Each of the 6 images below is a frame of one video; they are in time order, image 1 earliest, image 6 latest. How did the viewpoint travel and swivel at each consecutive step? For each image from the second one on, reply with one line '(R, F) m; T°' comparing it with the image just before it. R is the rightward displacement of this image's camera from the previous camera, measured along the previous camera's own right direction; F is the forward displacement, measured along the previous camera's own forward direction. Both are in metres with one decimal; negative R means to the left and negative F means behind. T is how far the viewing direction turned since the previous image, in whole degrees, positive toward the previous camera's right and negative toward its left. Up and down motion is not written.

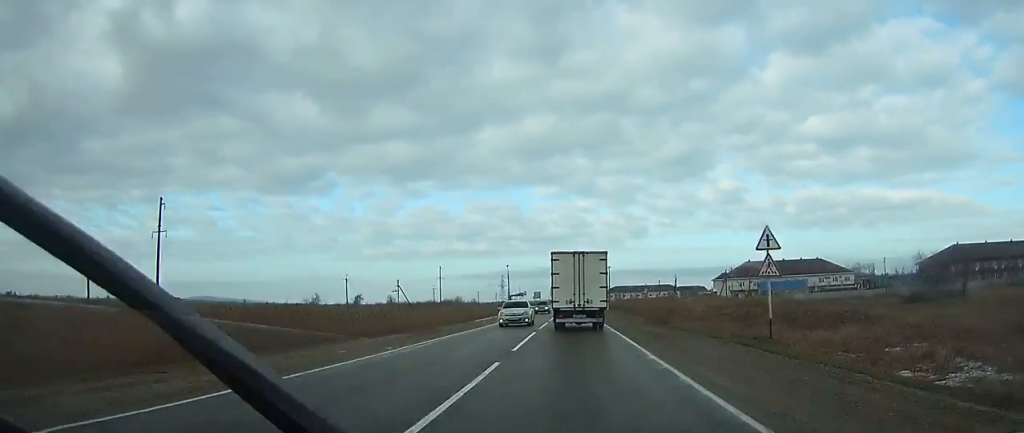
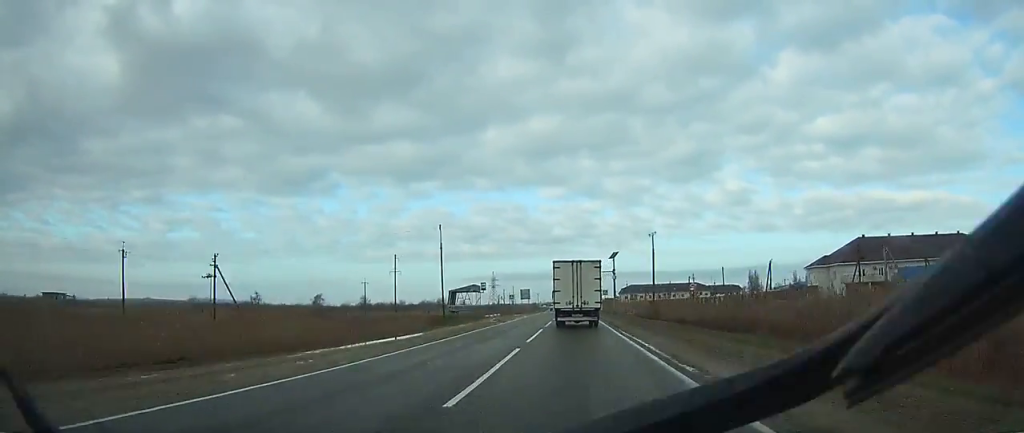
(-0.5, +67.7) m; -1°
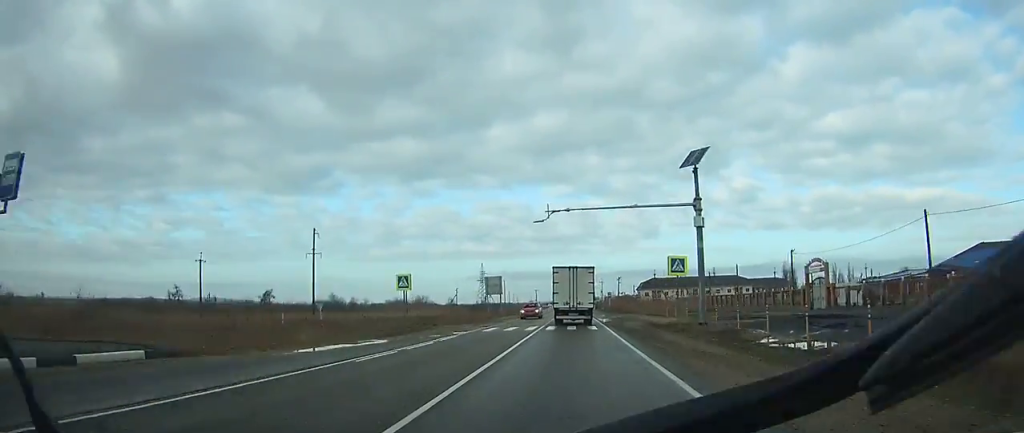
(-0.3, +60.3) m; -1°
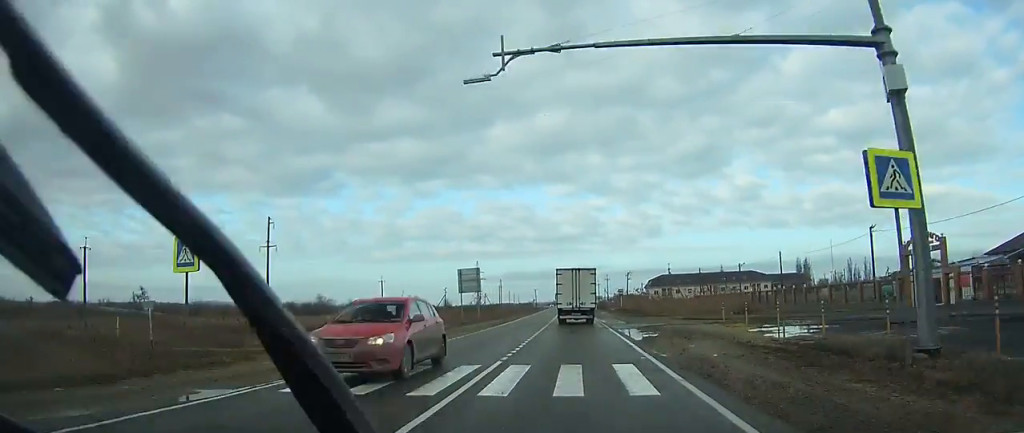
(0.0, +19.7) m; 0°
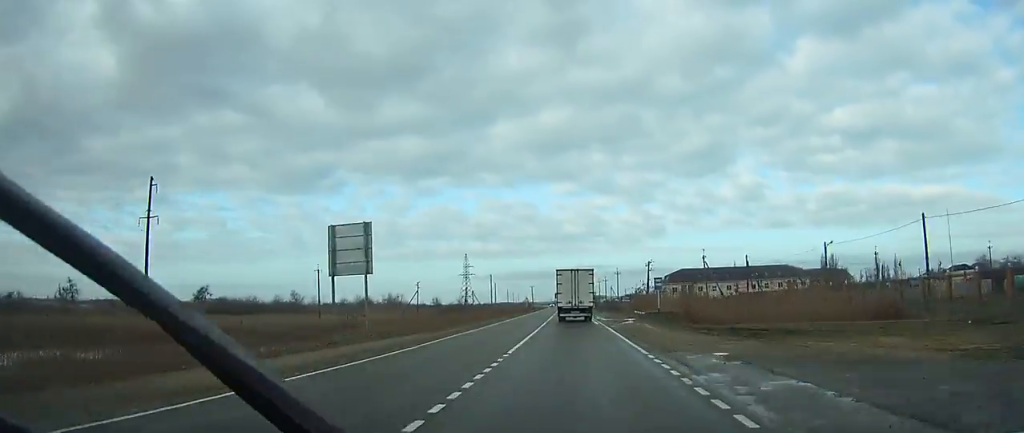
(-0.1, +32.6) m; -1°
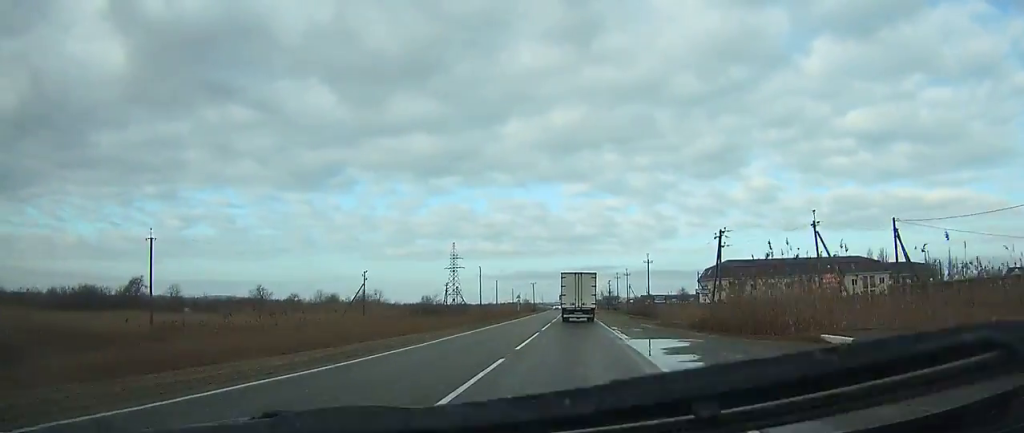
(-0.3, +41.6) m; -1°
